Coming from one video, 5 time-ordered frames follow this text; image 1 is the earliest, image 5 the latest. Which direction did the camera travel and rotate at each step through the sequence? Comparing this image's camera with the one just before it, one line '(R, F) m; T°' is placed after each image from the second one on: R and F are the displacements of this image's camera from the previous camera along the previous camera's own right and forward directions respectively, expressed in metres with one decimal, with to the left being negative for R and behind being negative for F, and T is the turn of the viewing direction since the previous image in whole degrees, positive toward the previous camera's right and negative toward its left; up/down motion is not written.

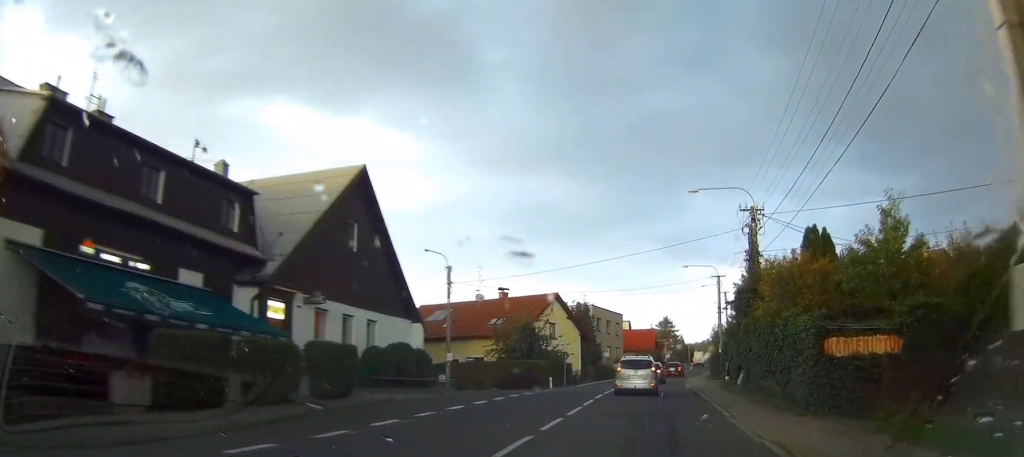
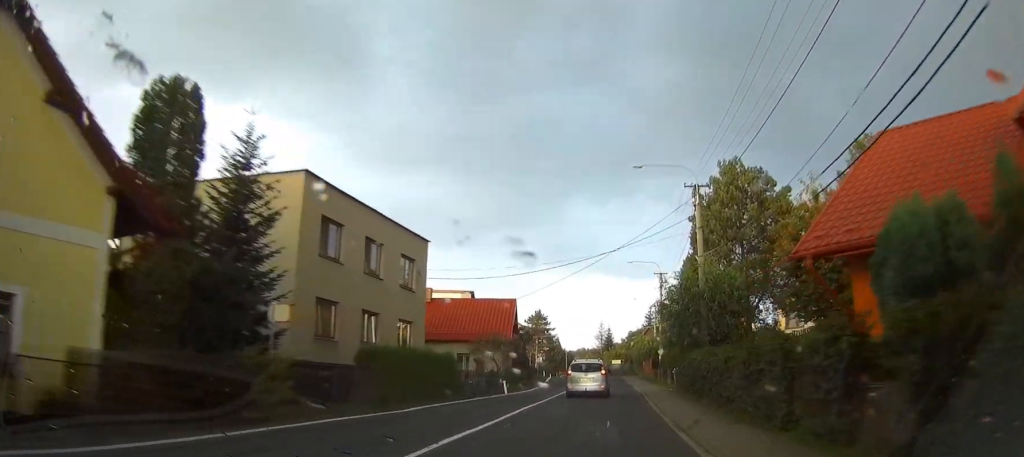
(-0.1, +59.6) m; 0°
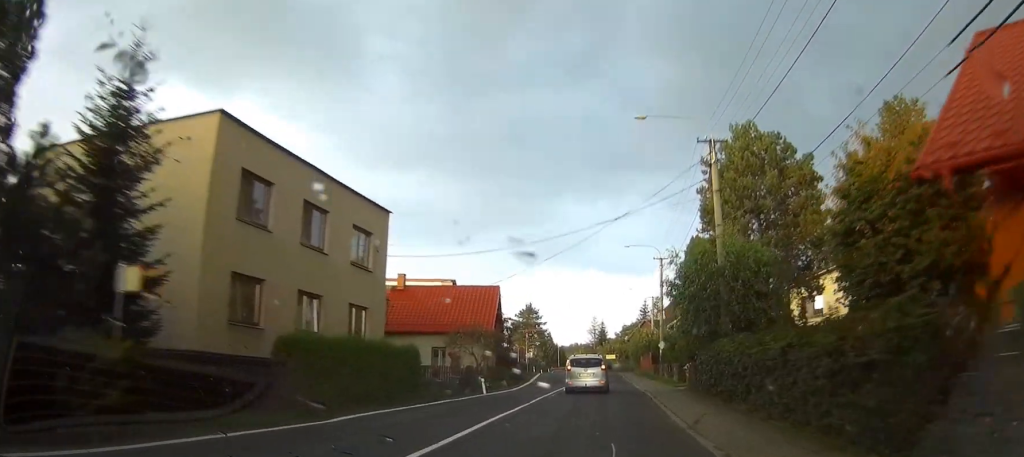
(0.0, +6.3) m; 0°
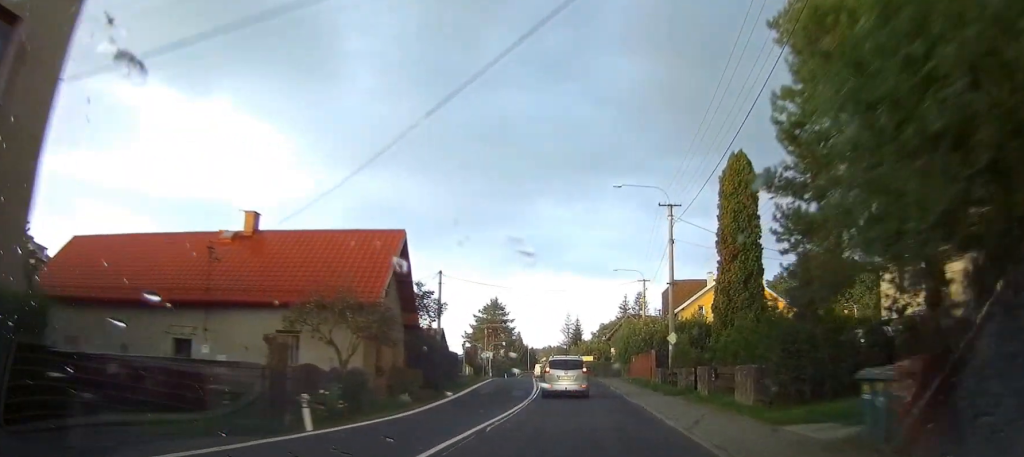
(0.0, +20.7) m; 0°
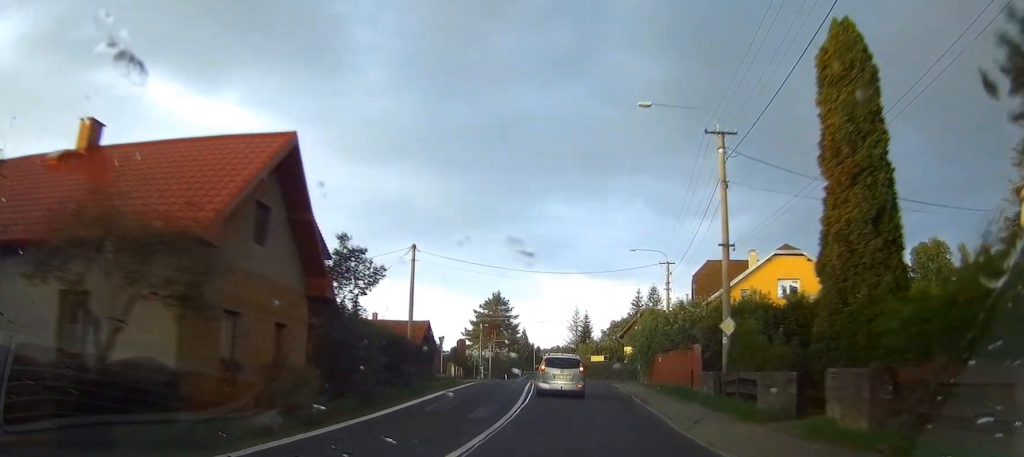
(0.0, +12.5) m; 0°
